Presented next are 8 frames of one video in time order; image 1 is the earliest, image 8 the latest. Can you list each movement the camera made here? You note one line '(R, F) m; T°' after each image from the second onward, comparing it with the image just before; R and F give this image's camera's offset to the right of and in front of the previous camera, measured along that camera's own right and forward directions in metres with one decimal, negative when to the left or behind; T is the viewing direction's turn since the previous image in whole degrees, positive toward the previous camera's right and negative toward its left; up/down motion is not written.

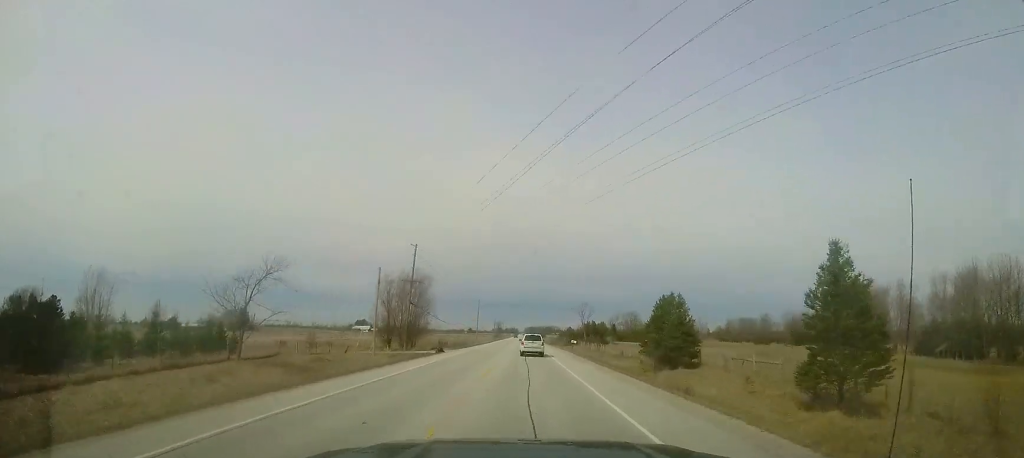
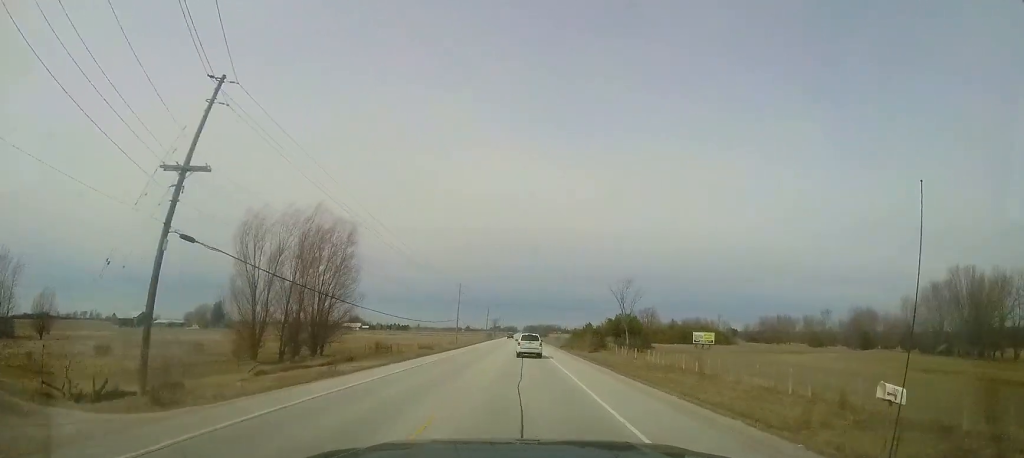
(0.0, +35.3) m; 0°
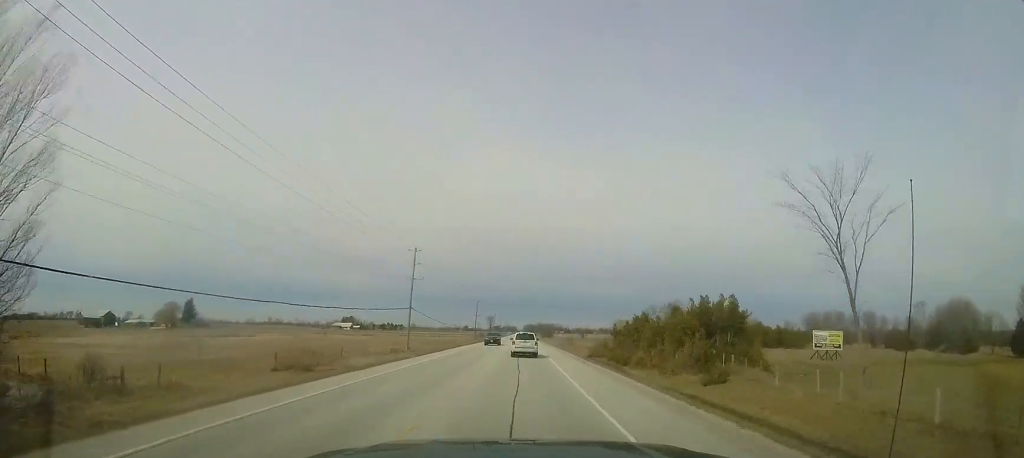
(0.0, +36.5) m; 0°
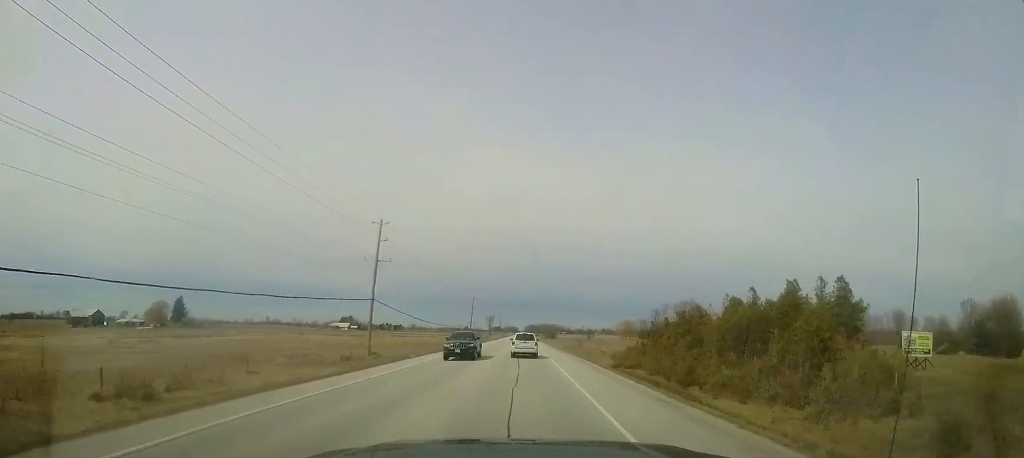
(+0.1, +13.6) m; 0°
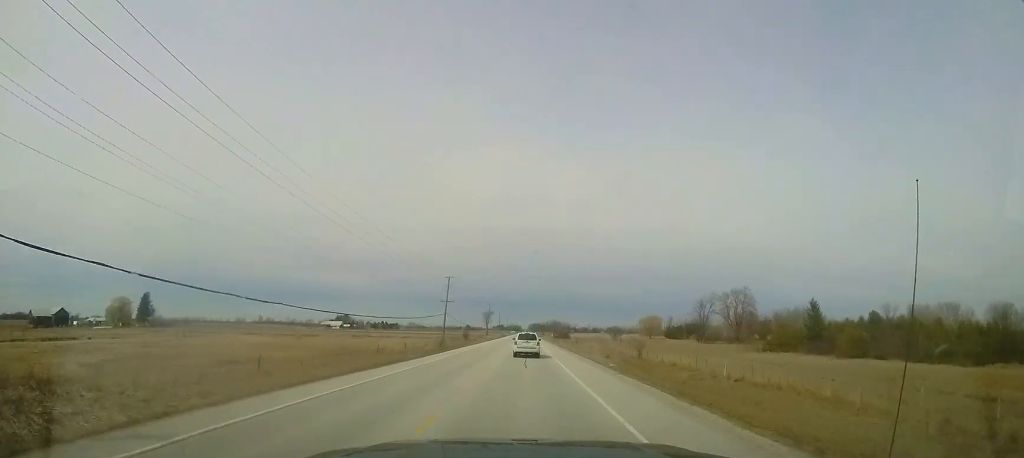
(-0.6, +39.5) m; -2°
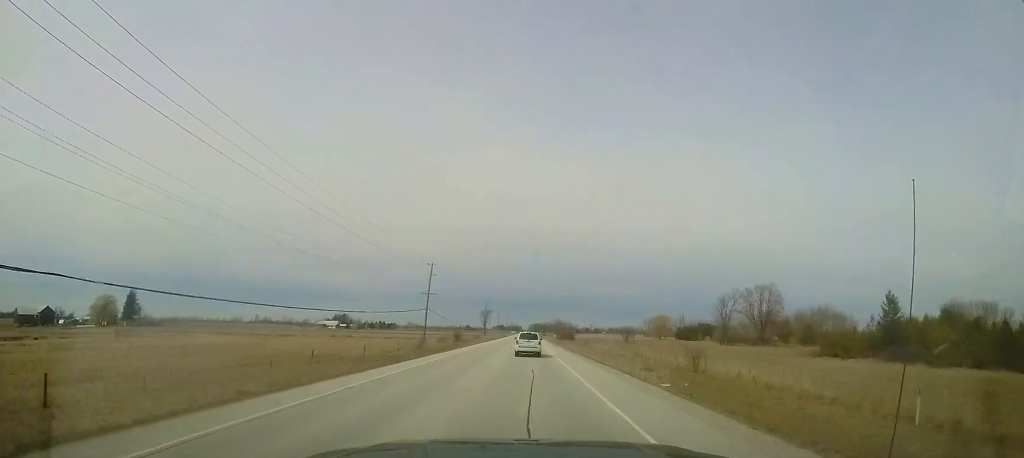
(-0.1, +13.9) m; 0°
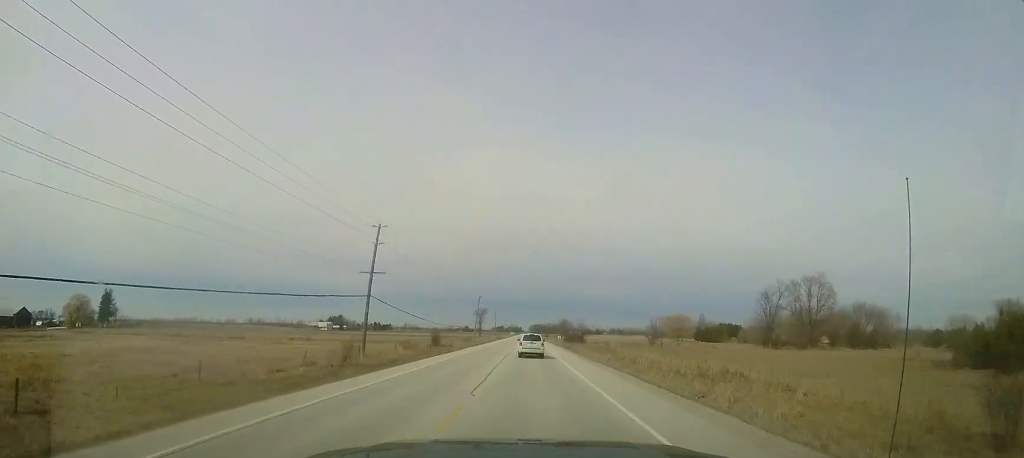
(0.0, +21.7) m; +1°
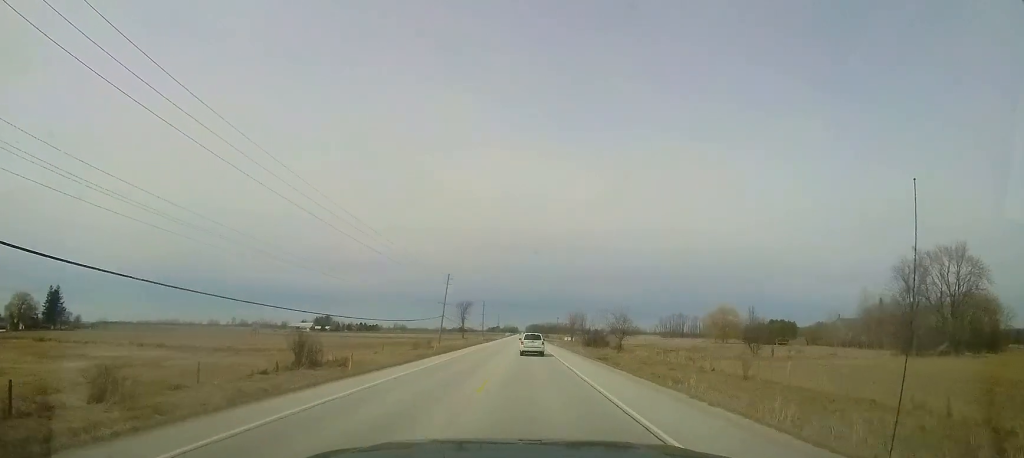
(+0.2, +40.4) m; 0°
